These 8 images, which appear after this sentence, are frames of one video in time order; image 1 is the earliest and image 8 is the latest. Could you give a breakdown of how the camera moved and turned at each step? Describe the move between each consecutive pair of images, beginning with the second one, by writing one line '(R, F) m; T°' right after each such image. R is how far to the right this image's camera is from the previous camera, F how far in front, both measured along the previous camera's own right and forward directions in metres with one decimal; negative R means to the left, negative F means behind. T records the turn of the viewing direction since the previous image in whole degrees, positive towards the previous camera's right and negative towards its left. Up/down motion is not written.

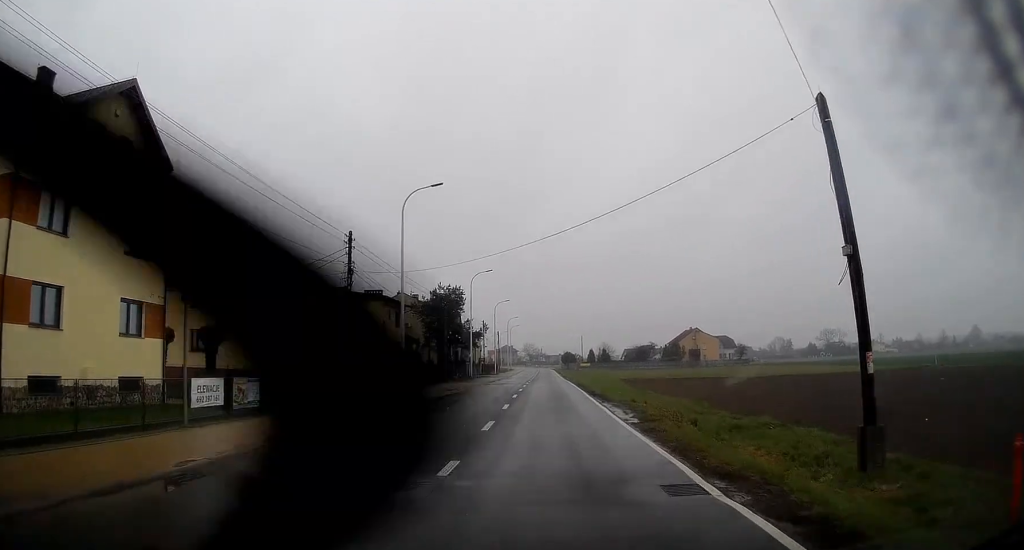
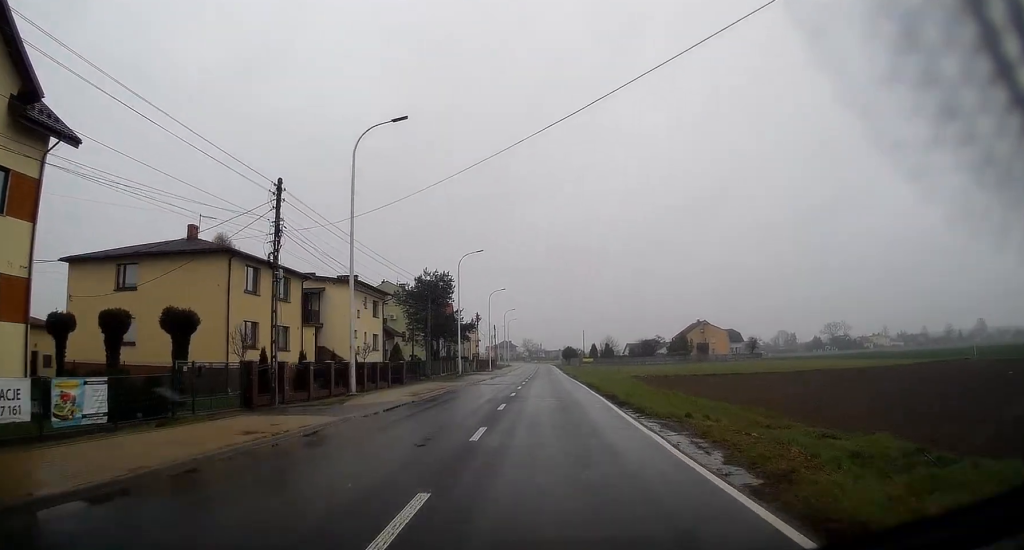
(0.0, +8.5) m; 0°
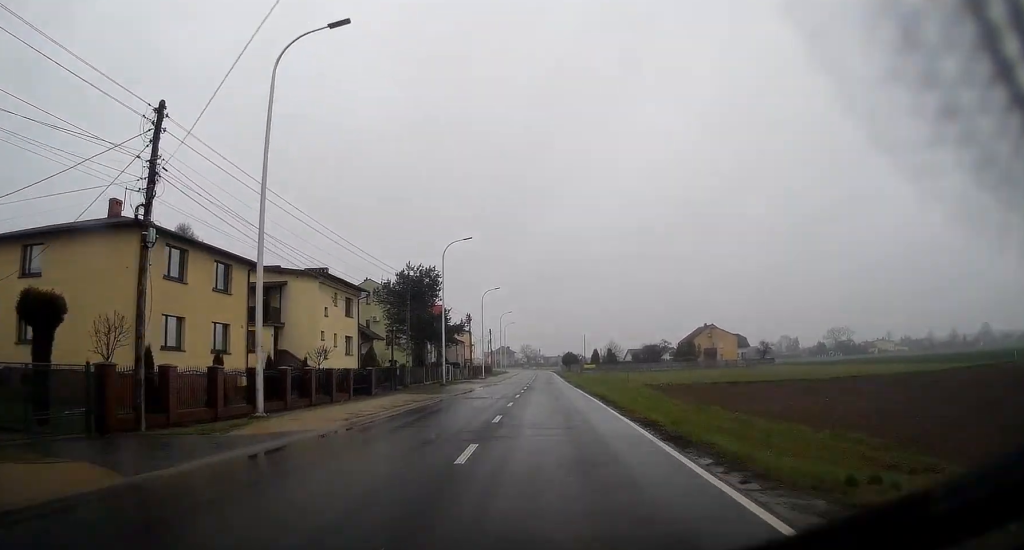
(0.0, +7.8) m; 0°
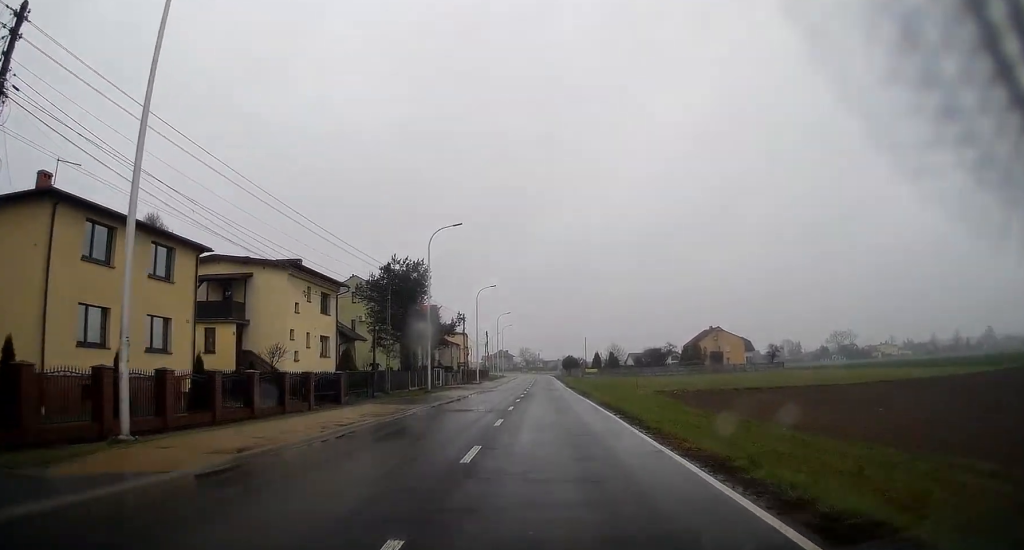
(-0.1, +5.5) m; 0°
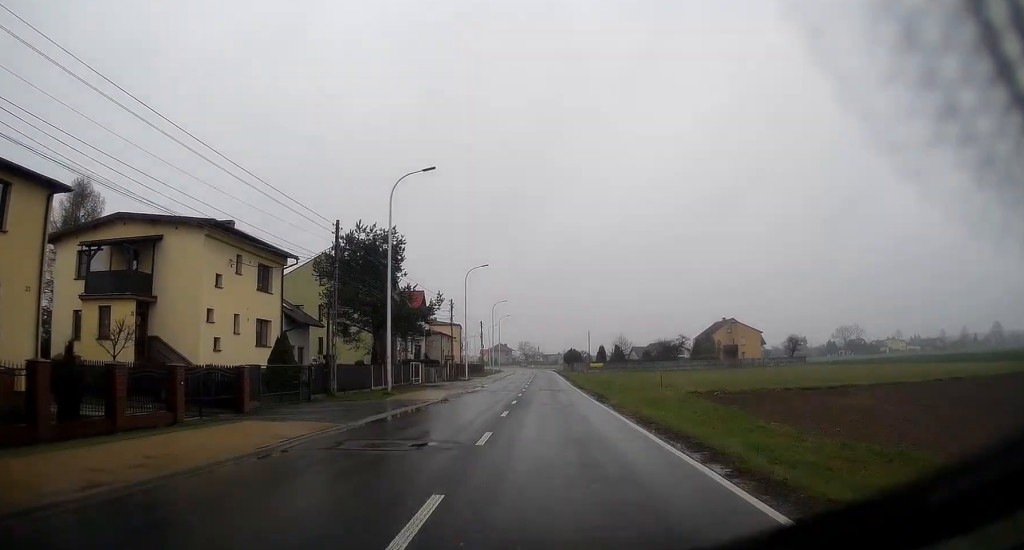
(0.0, +10.3) m; 0°
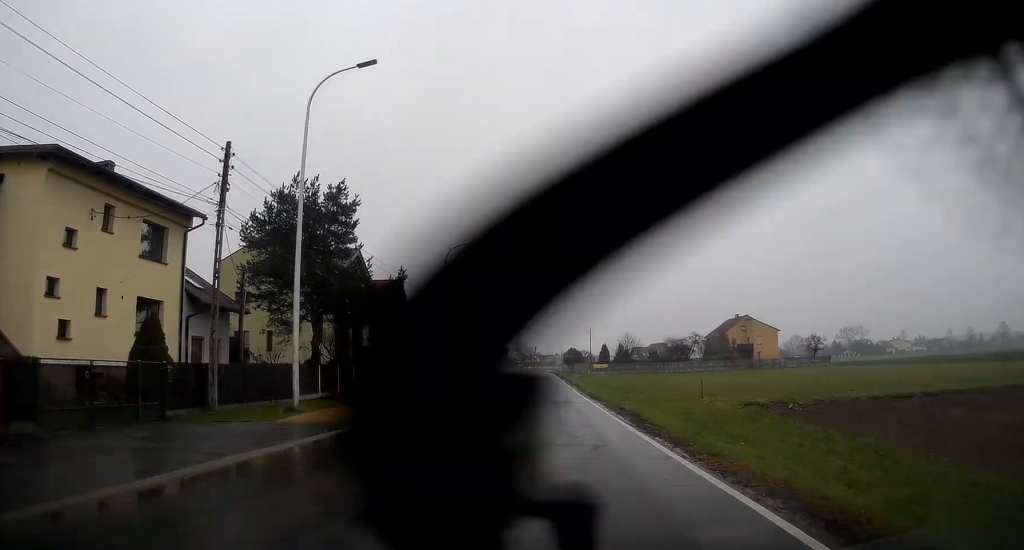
(0.0, +10.8) m; +1°
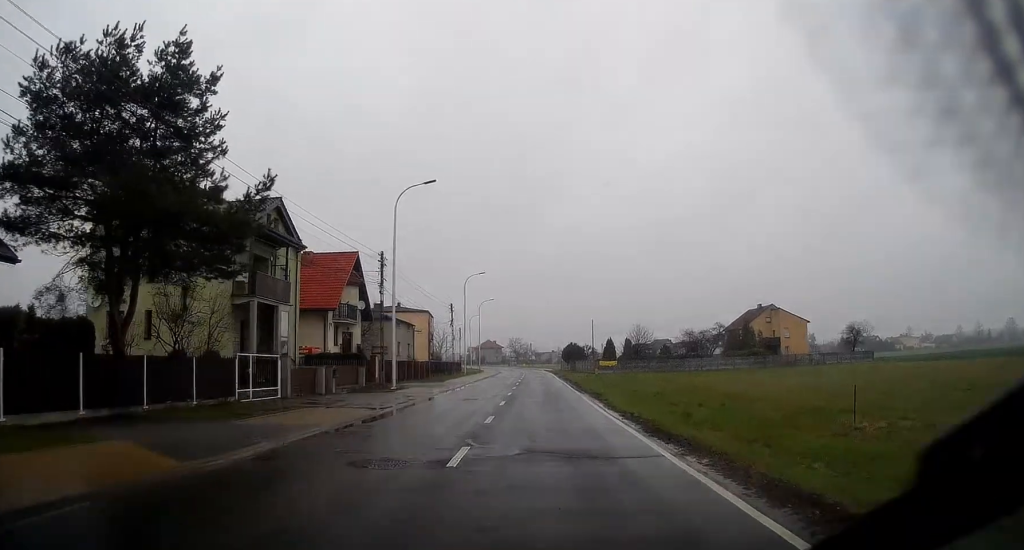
(+0.3, +15.2) m; +1°
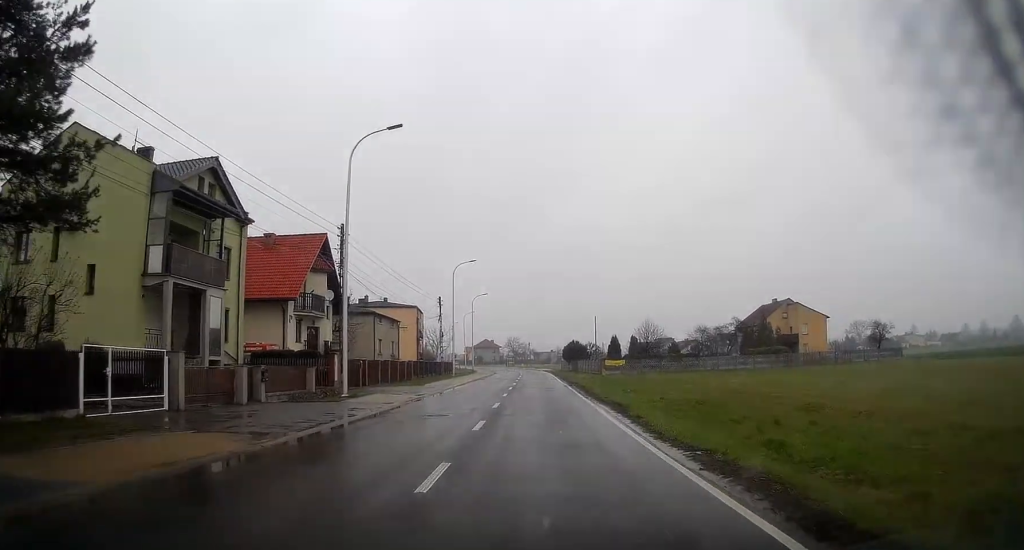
(0.0, +7.3) m; 0°
